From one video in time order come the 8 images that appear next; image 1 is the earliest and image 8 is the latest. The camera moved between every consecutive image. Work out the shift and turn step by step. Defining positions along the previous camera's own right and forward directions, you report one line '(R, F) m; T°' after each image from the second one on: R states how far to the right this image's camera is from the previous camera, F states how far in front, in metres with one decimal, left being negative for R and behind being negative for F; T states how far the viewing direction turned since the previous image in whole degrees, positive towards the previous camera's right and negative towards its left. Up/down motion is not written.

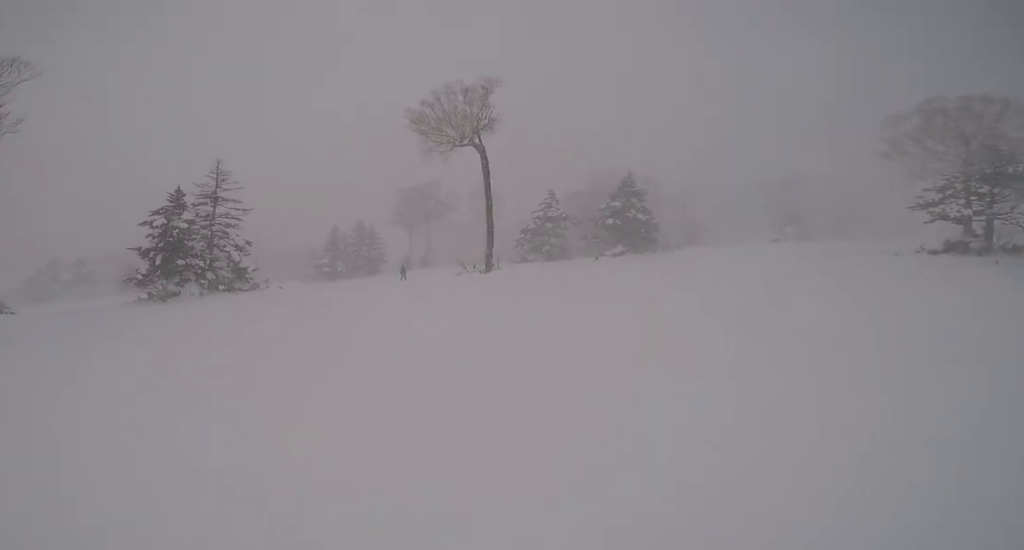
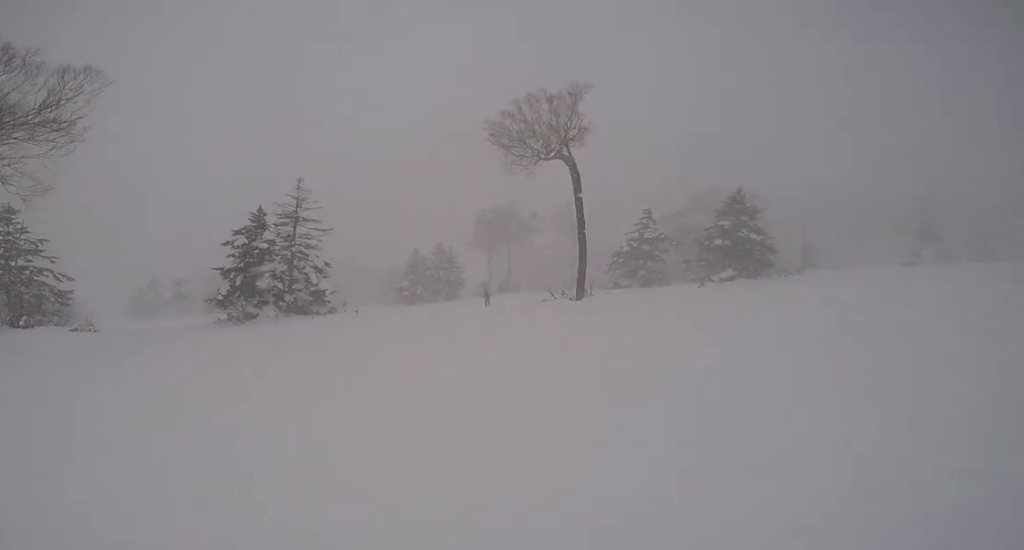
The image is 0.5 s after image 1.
(-0.8, +2.6) m; -1°
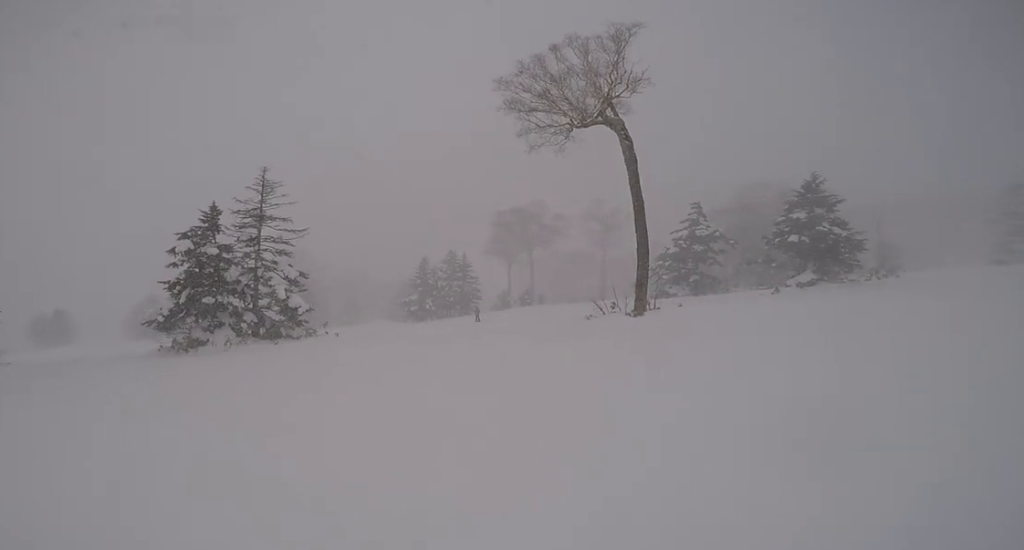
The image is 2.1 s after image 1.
(+0.4, +8.1) m; -1°
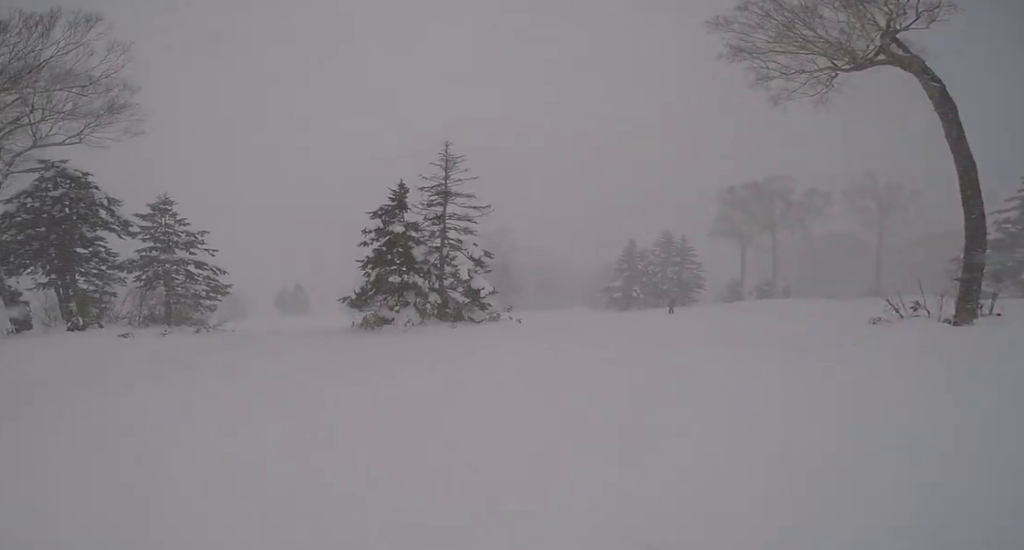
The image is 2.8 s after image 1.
(-0.8, +3.6) m; -2°
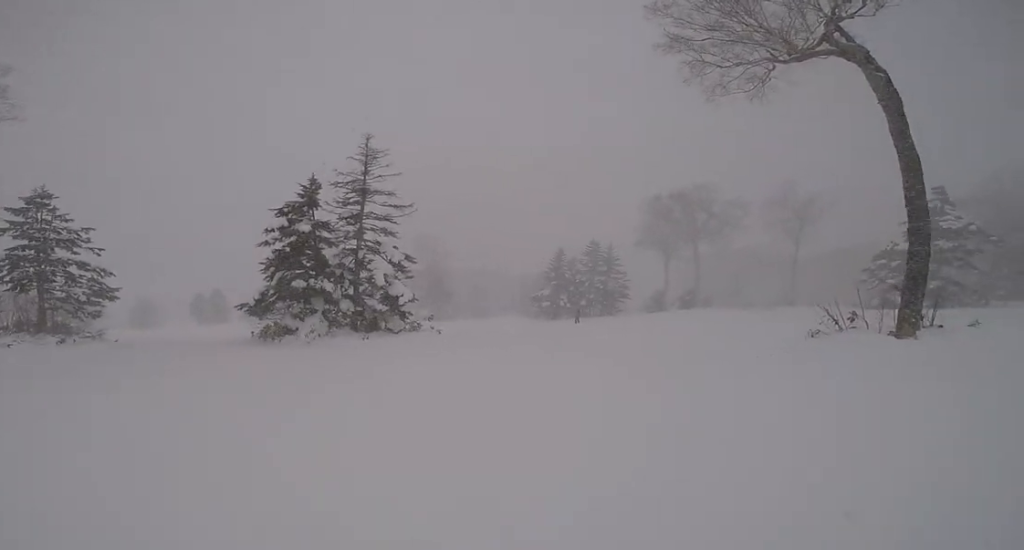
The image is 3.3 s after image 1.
(+0.1, +2.8) m; 0°
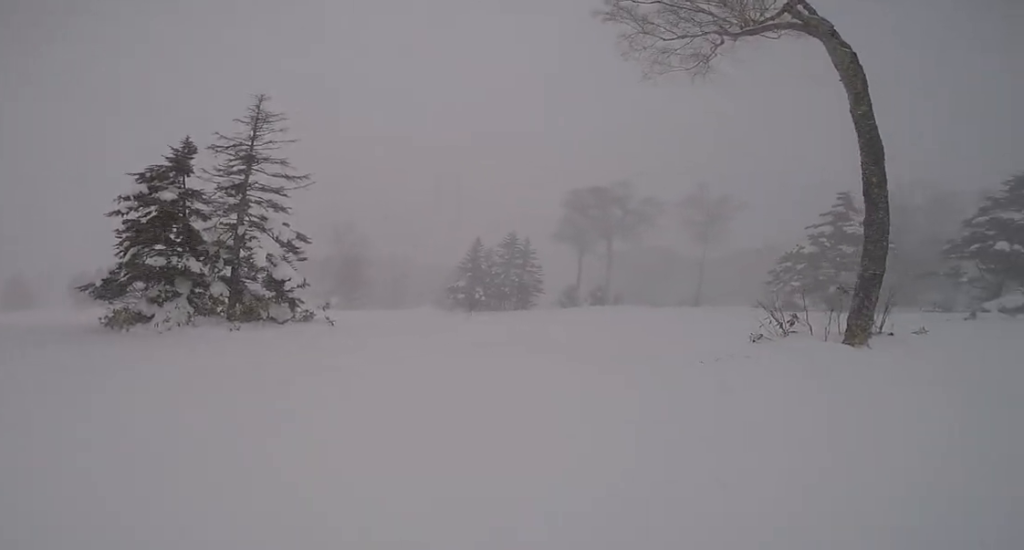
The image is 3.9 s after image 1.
(+0.6, +3.3) m; 0°
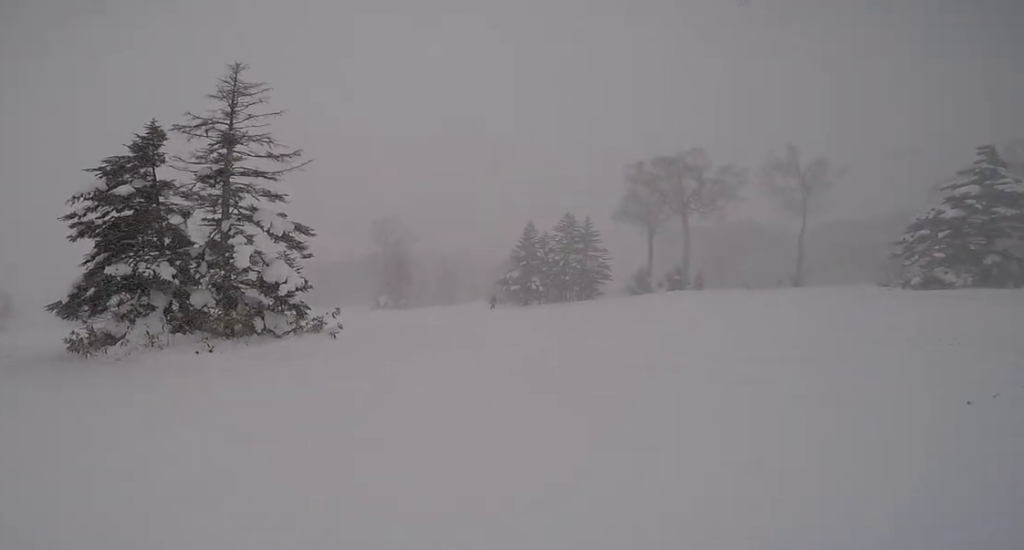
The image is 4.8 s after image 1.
(-0.7, +5.3) m; -9°
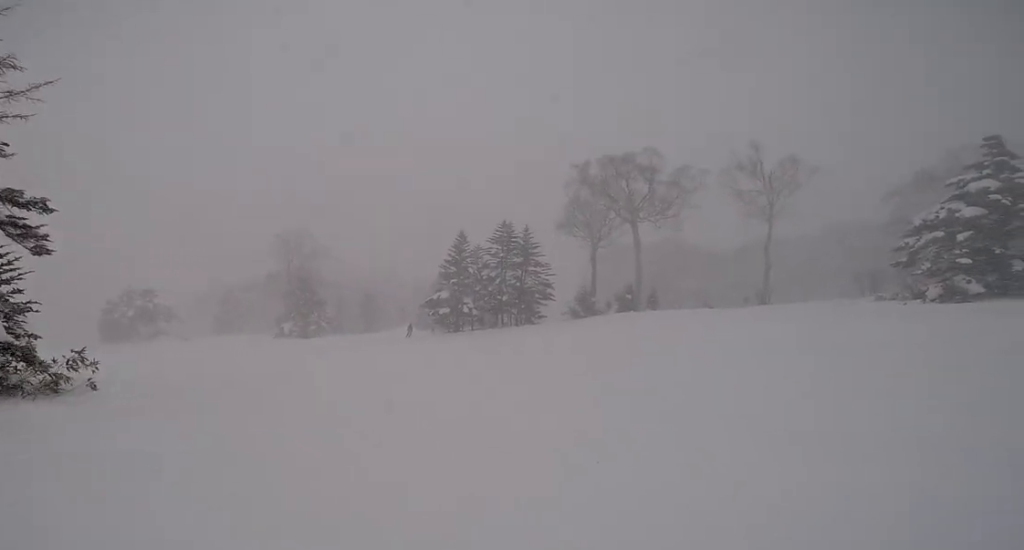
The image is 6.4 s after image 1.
(-0.5, +9.2) m; -3°
